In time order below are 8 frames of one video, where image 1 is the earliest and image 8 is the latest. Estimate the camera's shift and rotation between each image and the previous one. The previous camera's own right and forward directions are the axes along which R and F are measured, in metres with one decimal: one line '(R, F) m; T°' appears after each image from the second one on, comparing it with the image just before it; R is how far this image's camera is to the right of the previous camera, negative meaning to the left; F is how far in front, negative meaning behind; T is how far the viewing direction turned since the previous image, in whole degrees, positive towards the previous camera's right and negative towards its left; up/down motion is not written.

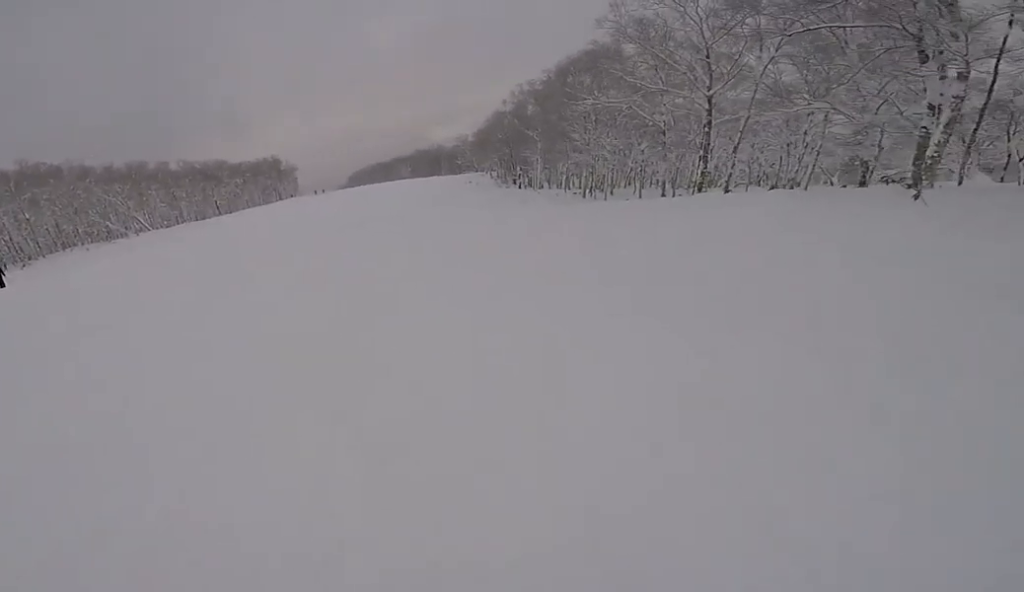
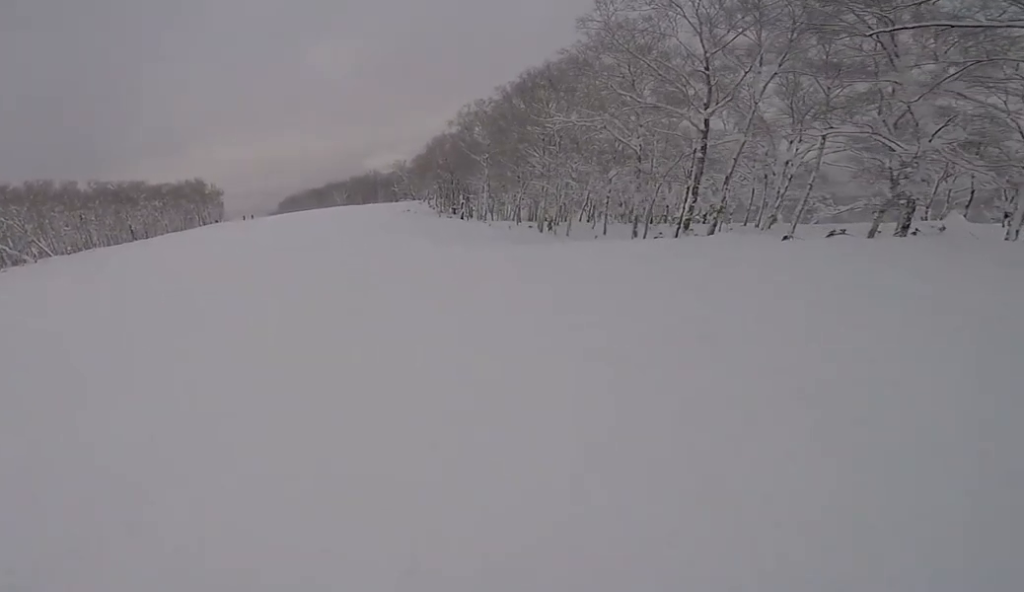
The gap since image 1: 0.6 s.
(+0.6, +6.2) m; +6°
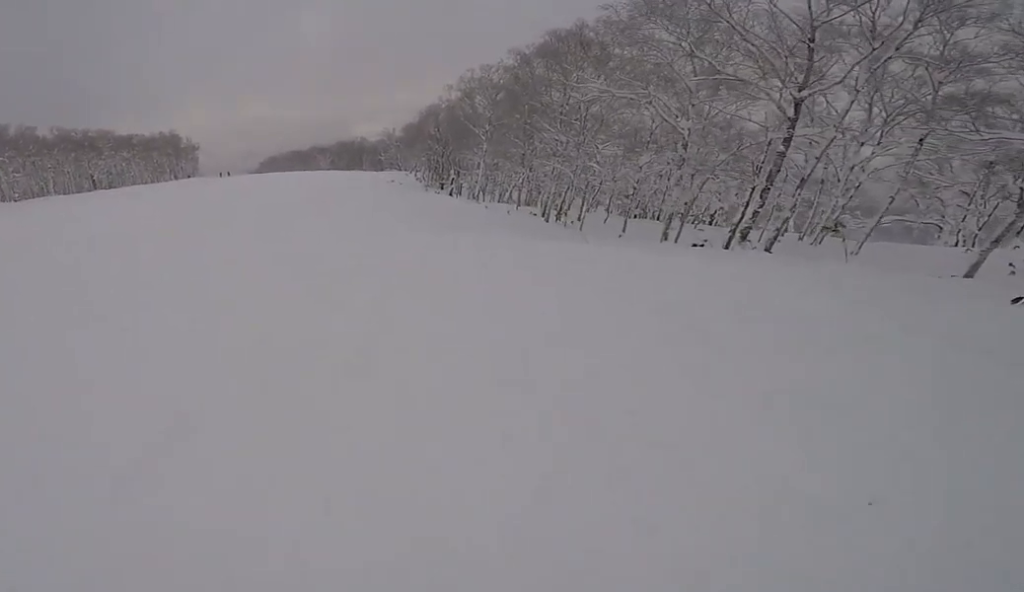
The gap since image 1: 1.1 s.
(+0.3, +6.6) m; -2°
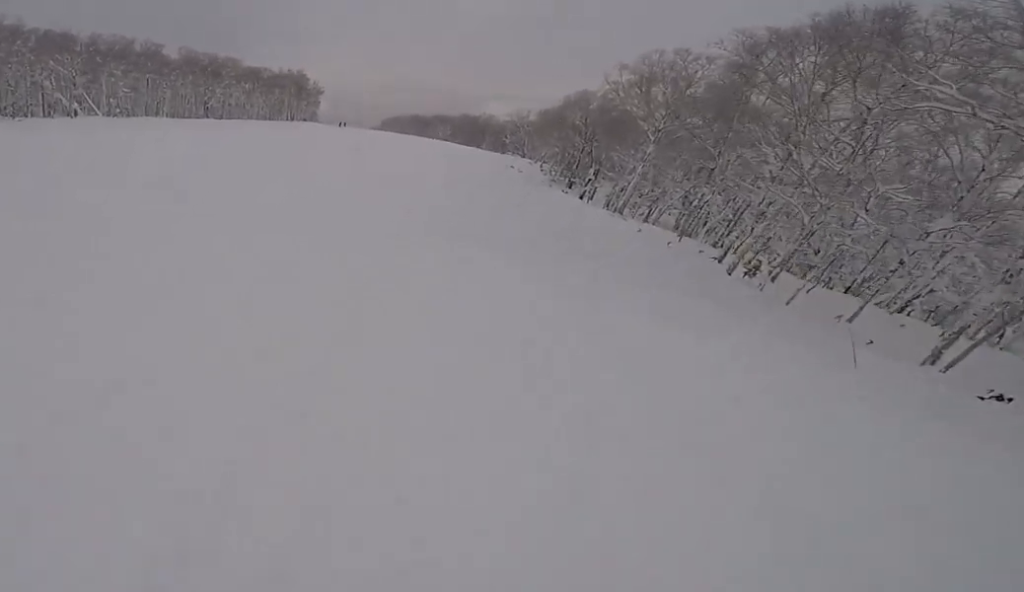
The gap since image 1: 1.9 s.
(-0.4, +9.6) m; -6°
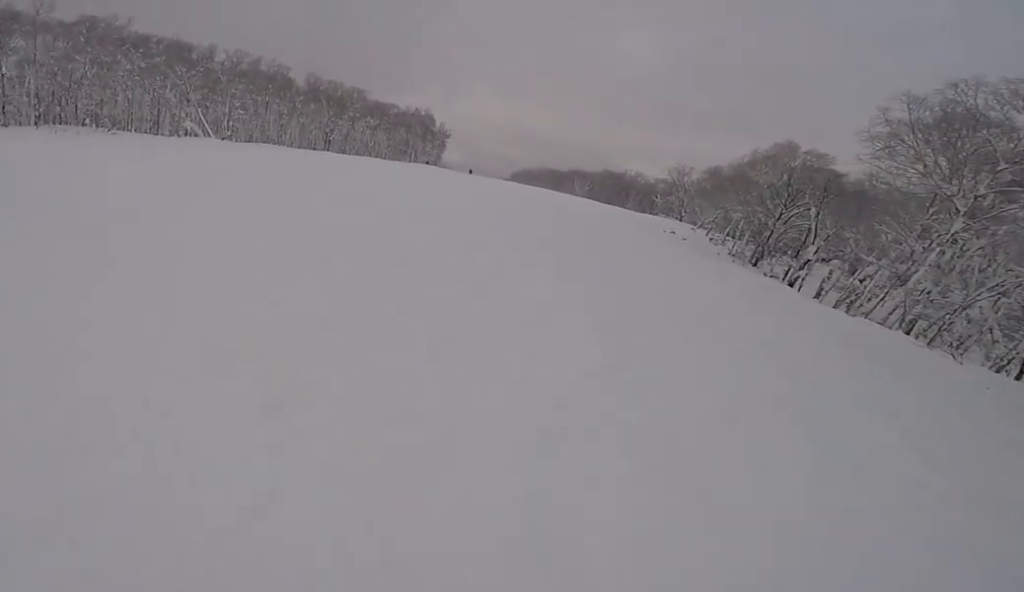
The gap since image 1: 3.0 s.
(-1.1, +12.9) m; -10°
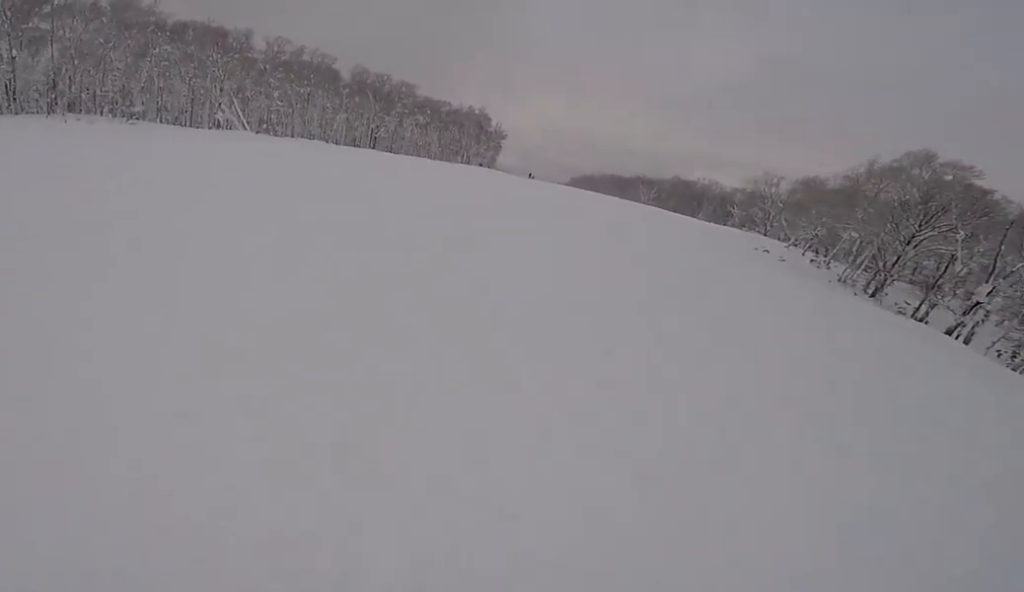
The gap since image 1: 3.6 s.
(-0.2, +7.4) m; -4°
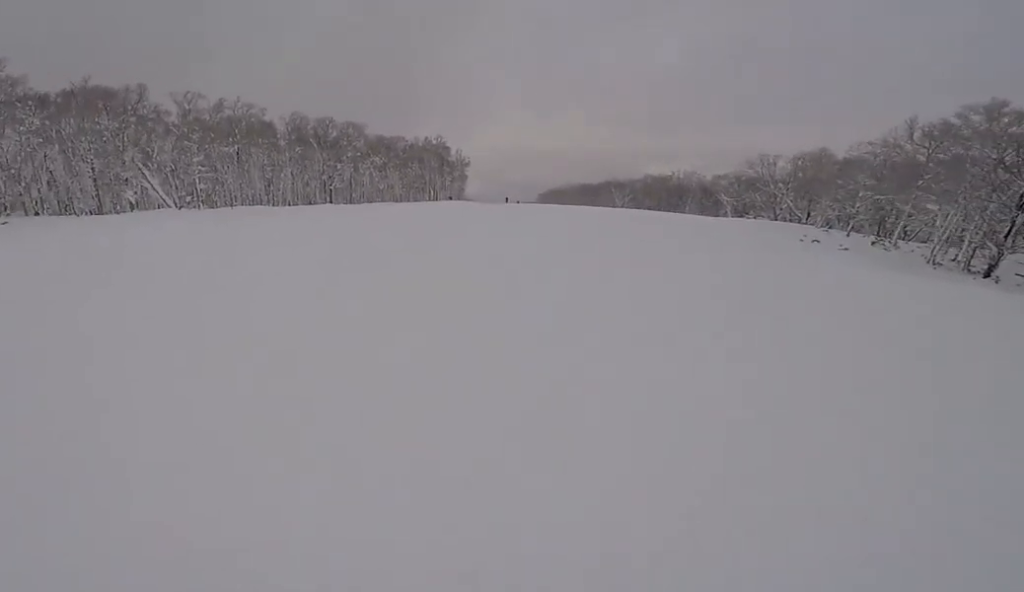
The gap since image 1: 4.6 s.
(-0.7, +11.9) m; +2°
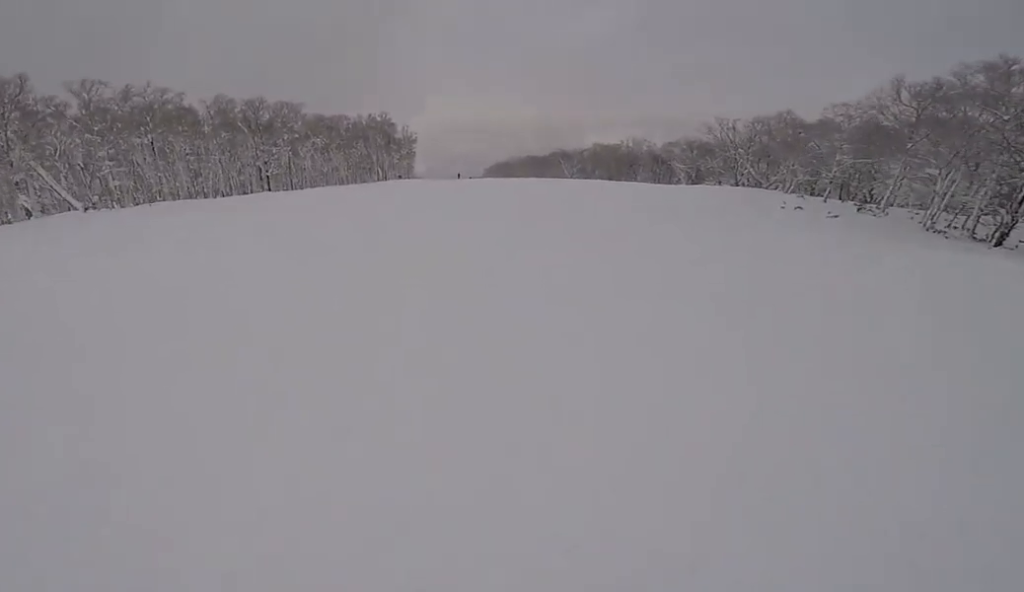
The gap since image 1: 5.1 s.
(+0.4, +5.4) m; +4°
